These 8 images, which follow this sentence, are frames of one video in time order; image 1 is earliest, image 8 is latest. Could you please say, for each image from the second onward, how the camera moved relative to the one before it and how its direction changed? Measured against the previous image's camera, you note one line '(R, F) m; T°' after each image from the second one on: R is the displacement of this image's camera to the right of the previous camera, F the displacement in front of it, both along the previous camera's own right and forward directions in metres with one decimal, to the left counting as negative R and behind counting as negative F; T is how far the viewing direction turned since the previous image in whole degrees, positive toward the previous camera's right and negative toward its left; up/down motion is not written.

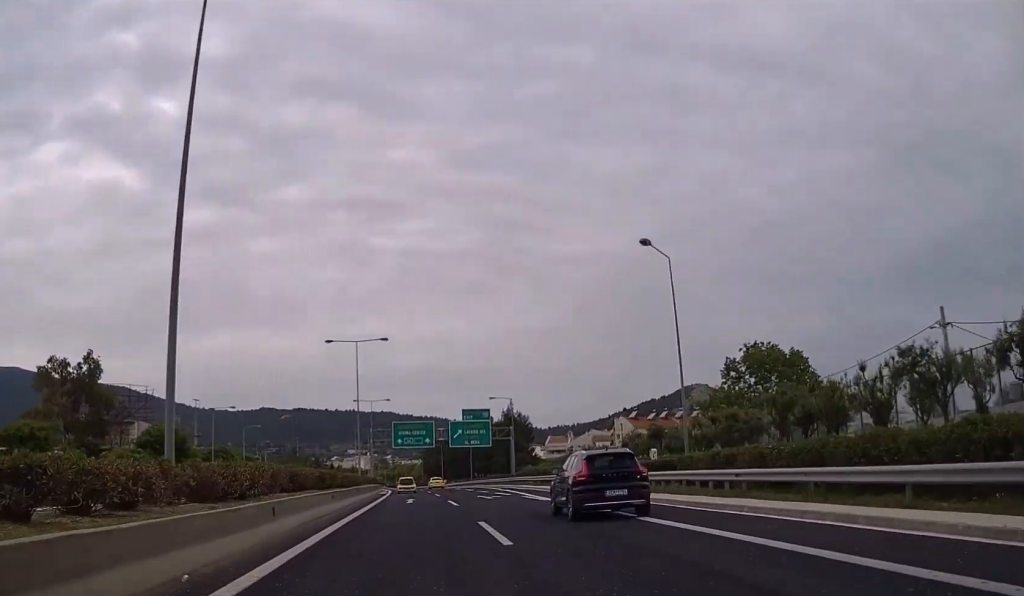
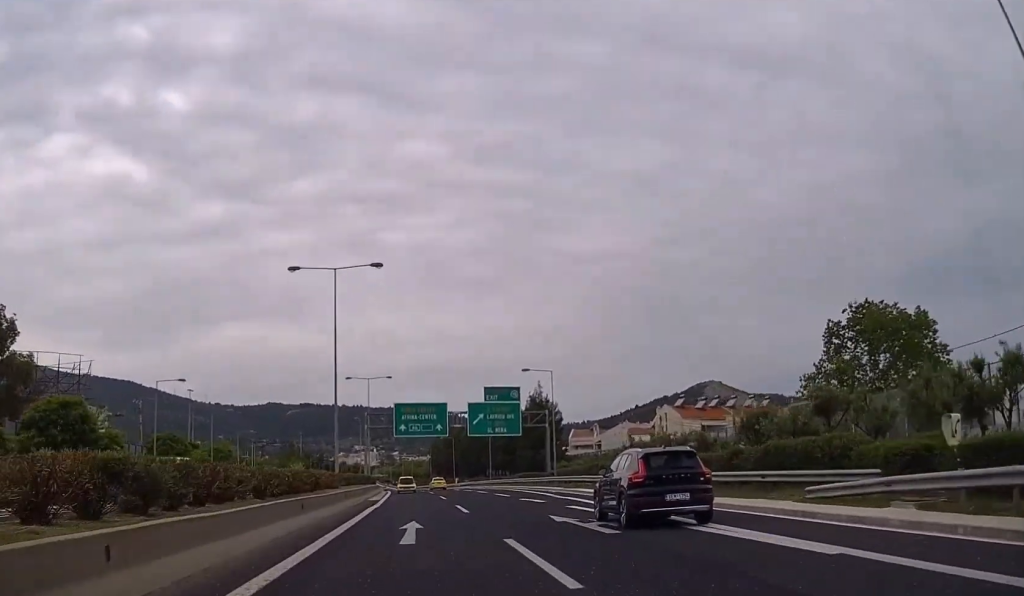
(-0.2, +22.9) m; 0°
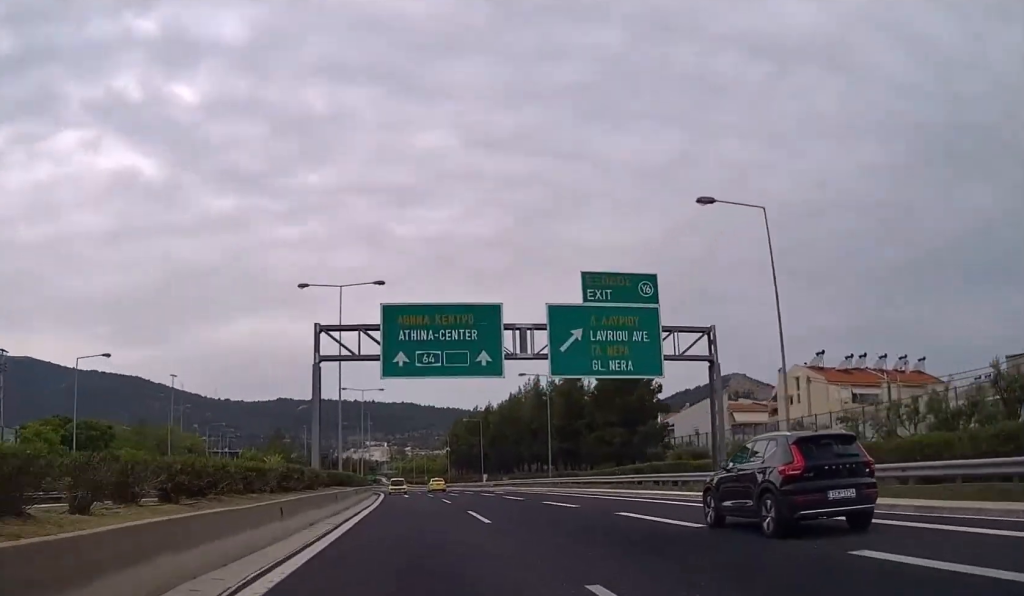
(-0.2, +41.6) m; 0°
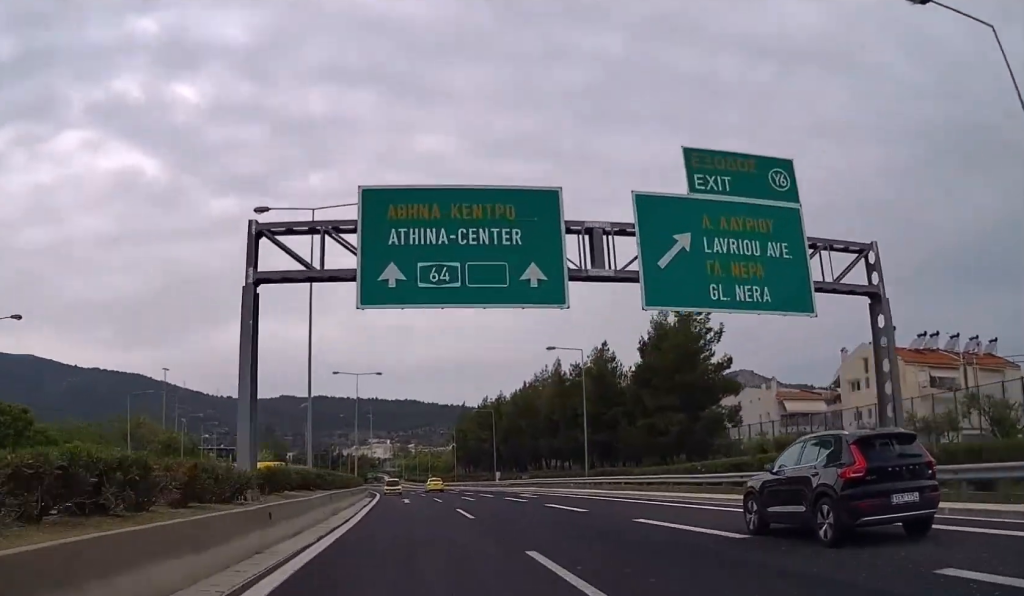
(0.0, +13.7) m; 0°
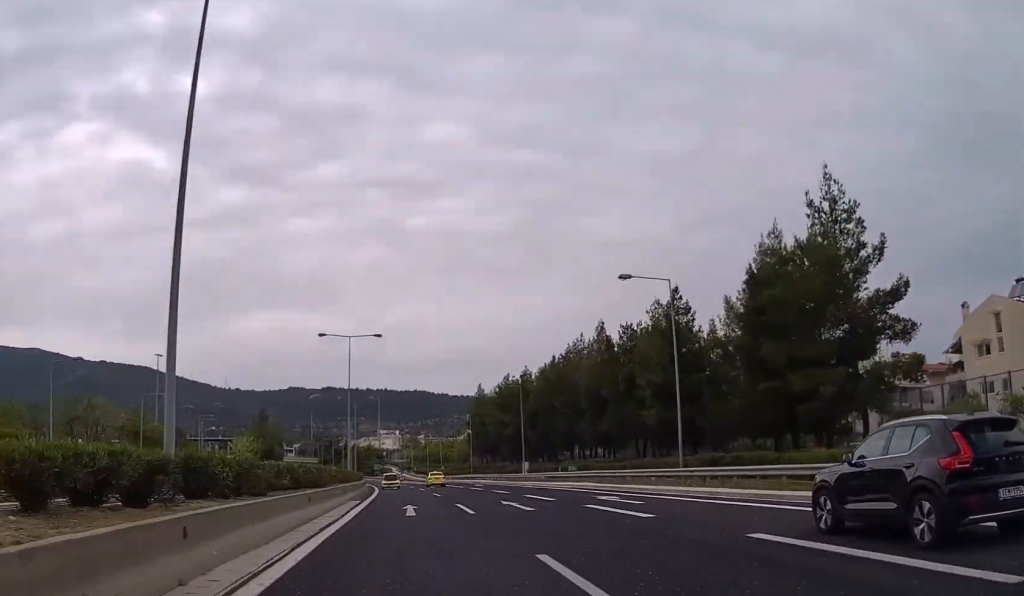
(0.0, +18.6) m; 0°
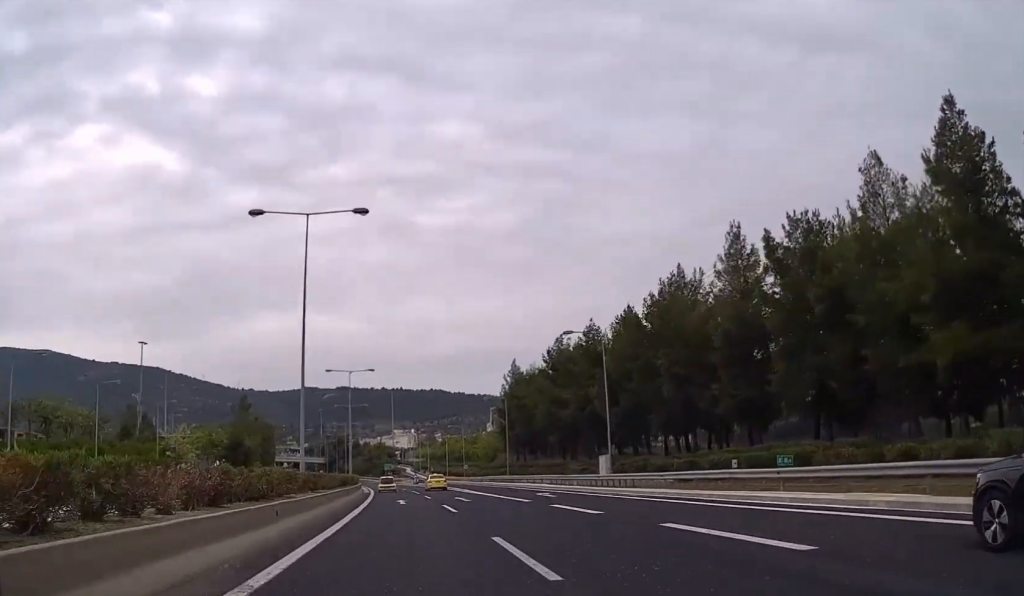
(-0.4, +31.3) m; -1°
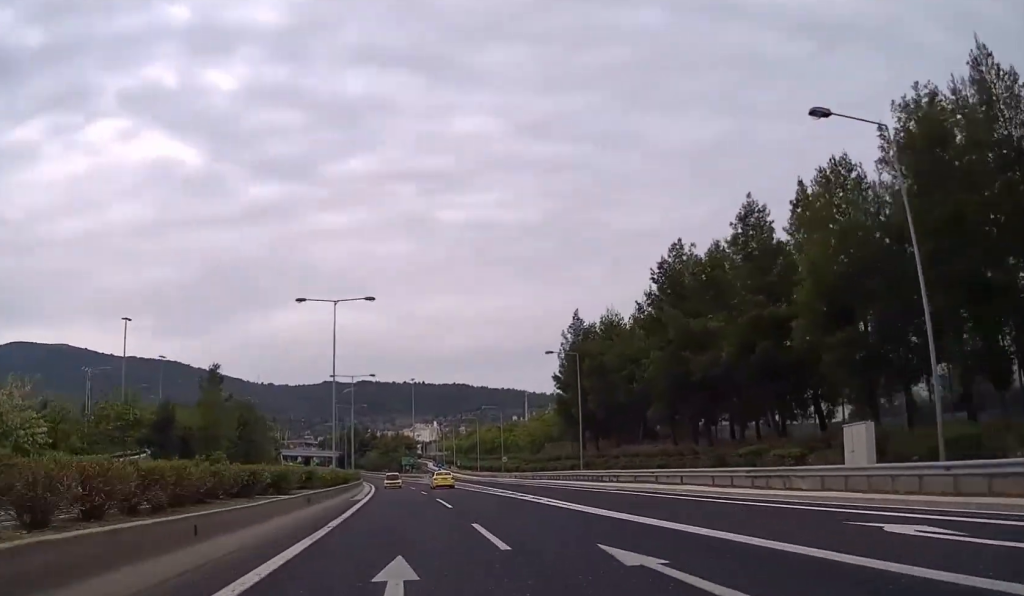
(-0.4, +31.5) m; -2°
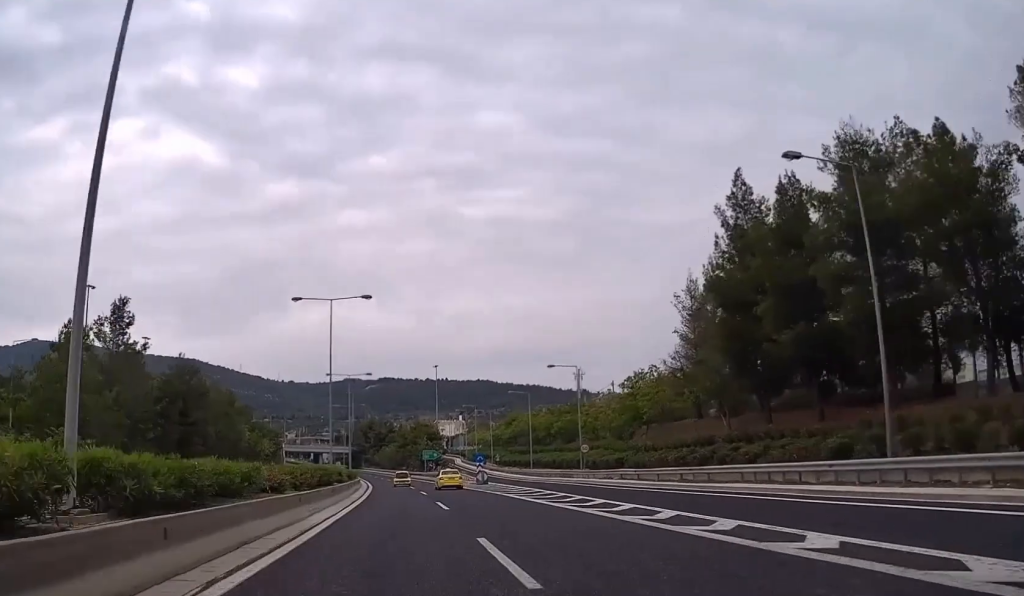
(-0.8, +39.7) m; -2°
